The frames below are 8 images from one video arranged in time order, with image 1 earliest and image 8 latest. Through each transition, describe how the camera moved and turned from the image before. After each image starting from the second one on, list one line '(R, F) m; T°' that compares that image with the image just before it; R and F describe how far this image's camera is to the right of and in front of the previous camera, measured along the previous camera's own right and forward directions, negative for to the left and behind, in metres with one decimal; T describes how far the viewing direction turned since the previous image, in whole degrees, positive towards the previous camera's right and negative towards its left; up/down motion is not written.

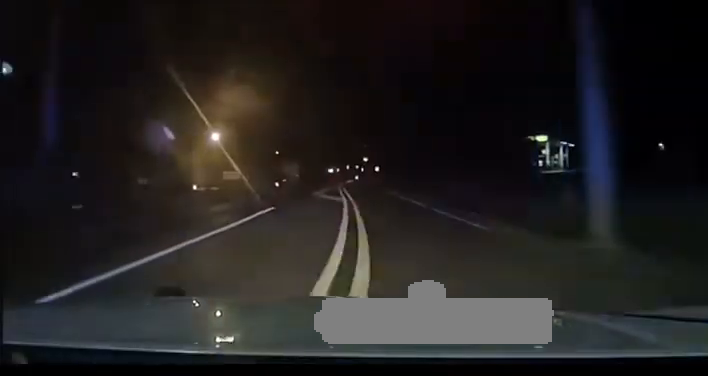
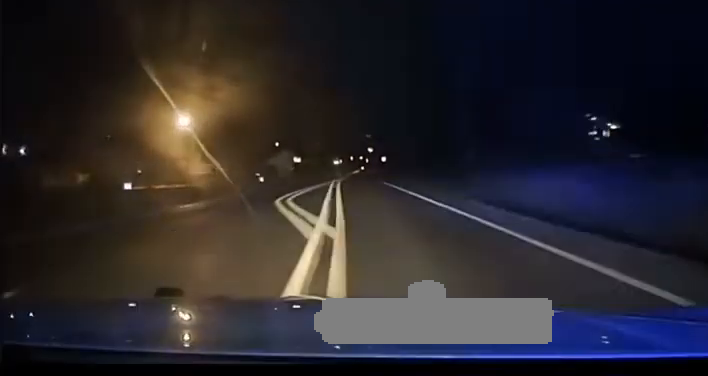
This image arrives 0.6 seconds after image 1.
(-0.3, +23.6) m; -1°
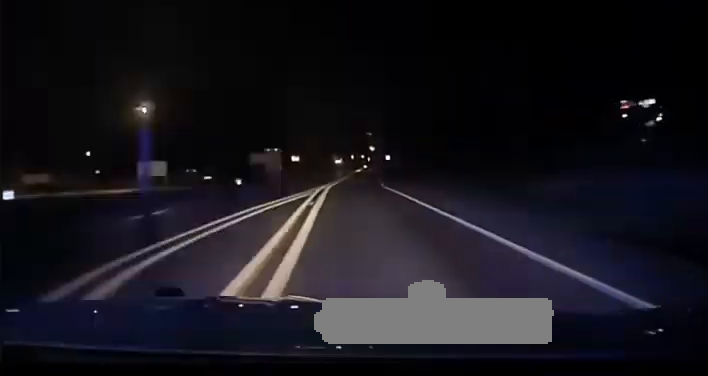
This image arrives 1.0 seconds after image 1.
(-0.2, +19.8) m; 0°
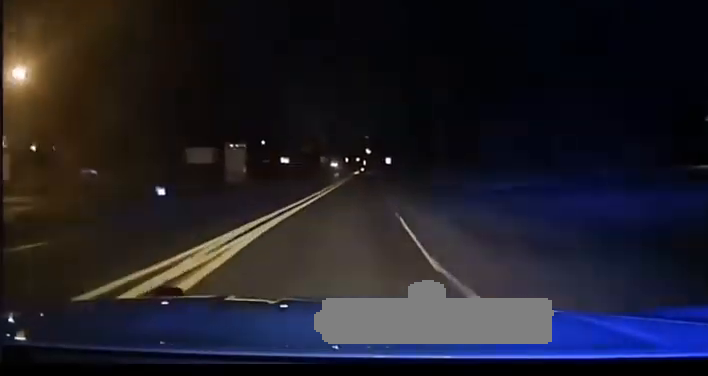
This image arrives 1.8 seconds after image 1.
(-0.1, +33.4) m; 0°
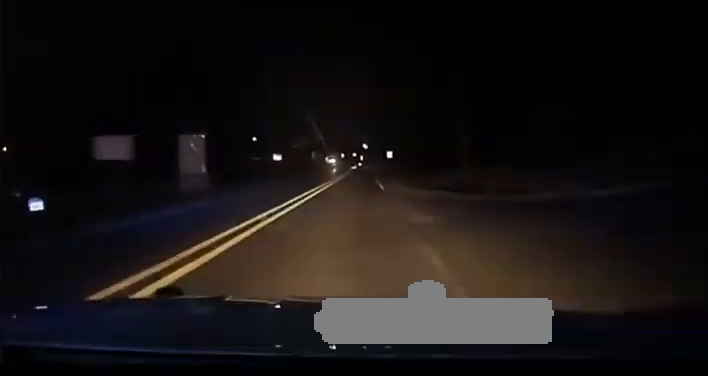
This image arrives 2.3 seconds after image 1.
(0.0, +22.0) m; 0°
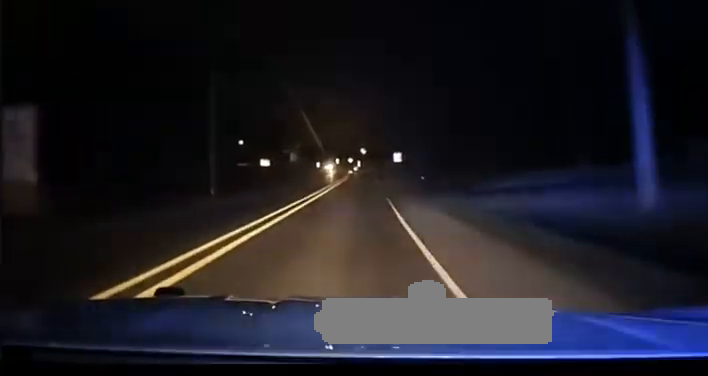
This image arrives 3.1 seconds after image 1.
(+0.1, +33.4) m; 0°
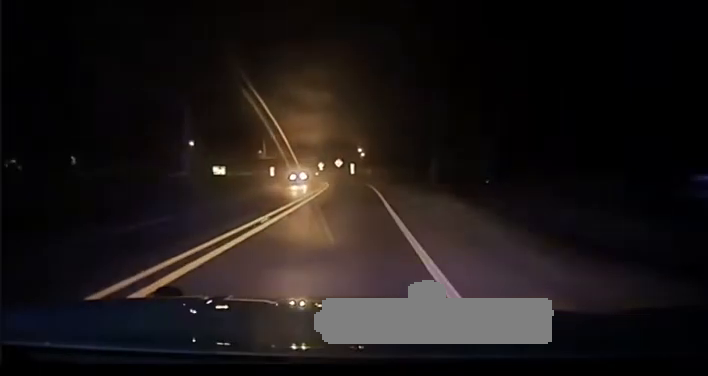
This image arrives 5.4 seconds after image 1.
(+0.1, +82.0) m; 0°
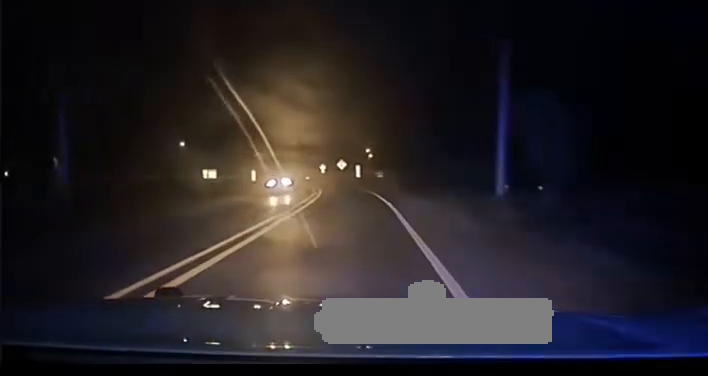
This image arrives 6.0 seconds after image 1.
(+0.2, +21.3) m; 0°
